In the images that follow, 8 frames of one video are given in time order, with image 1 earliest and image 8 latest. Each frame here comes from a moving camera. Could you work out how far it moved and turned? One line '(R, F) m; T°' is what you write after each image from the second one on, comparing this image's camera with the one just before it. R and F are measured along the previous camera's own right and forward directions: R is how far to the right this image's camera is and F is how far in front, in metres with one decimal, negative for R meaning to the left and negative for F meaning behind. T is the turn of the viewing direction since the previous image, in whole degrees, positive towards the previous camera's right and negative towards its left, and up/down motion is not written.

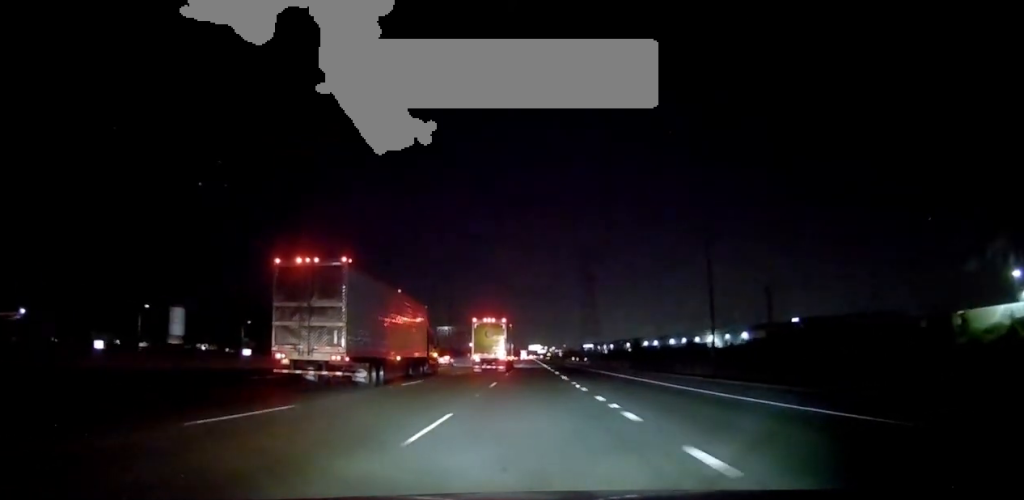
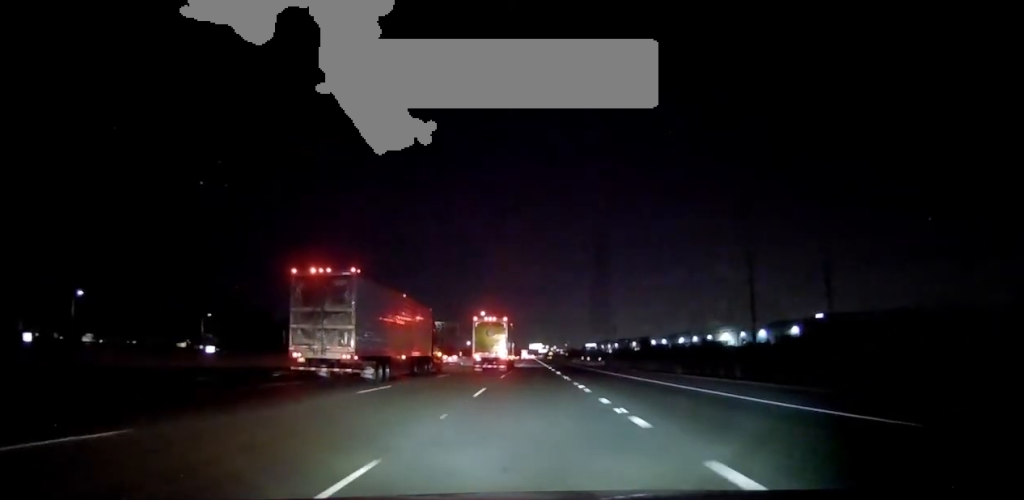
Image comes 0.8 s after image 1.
(+0.2, +20.4) m; 0°
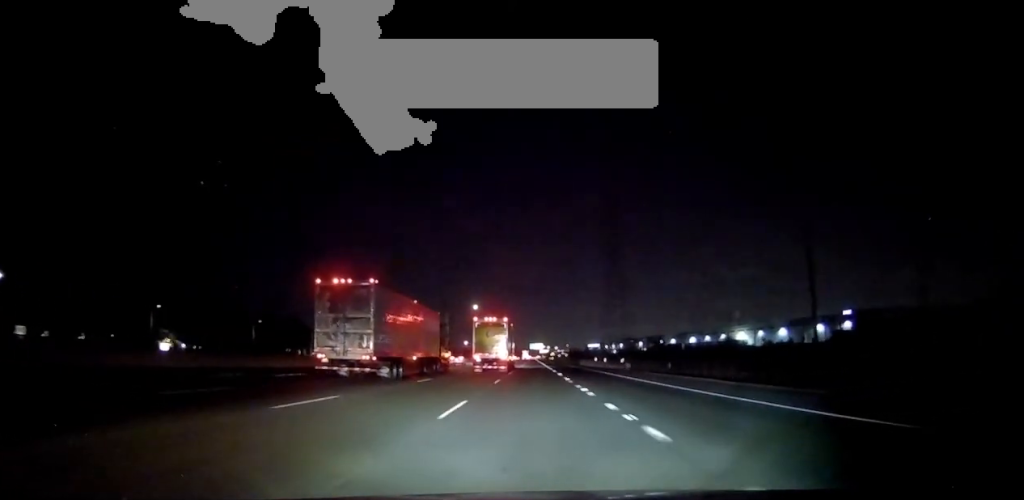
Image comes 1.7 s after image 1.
(-0.2, +20.5) m; -1°
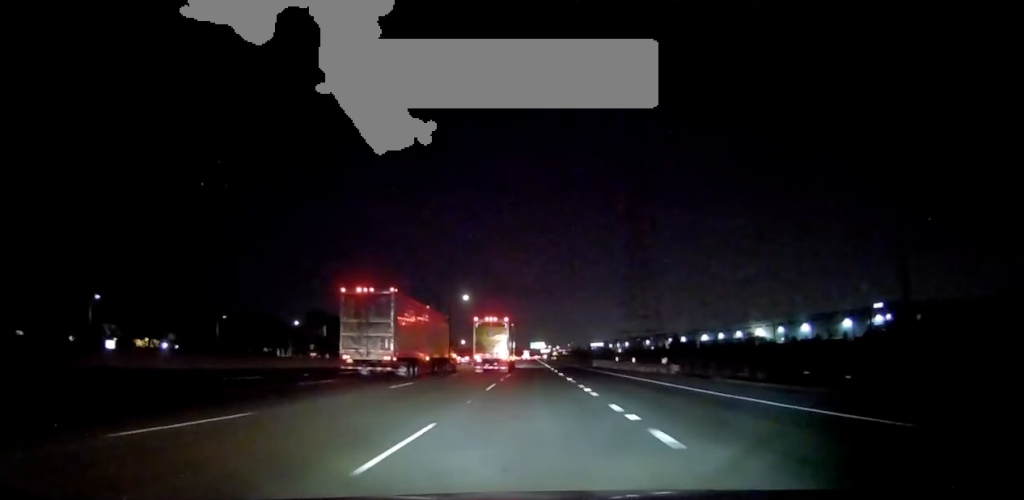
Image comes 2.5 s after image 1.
(0.0, +19.7) m; -1°
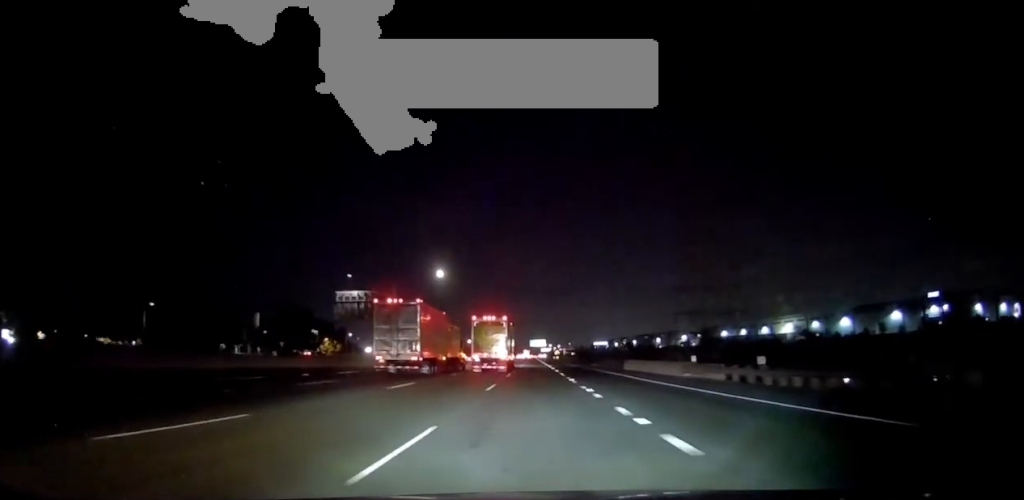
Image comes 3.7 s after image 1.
(-0.3, +29.7) m; 0°
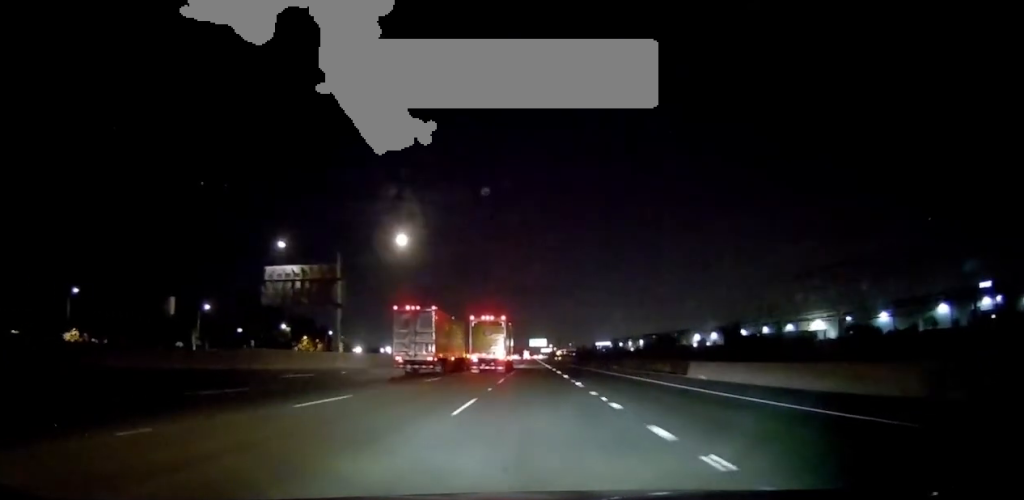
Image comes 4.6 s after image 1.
(+0.3, +24.0) m; +1°
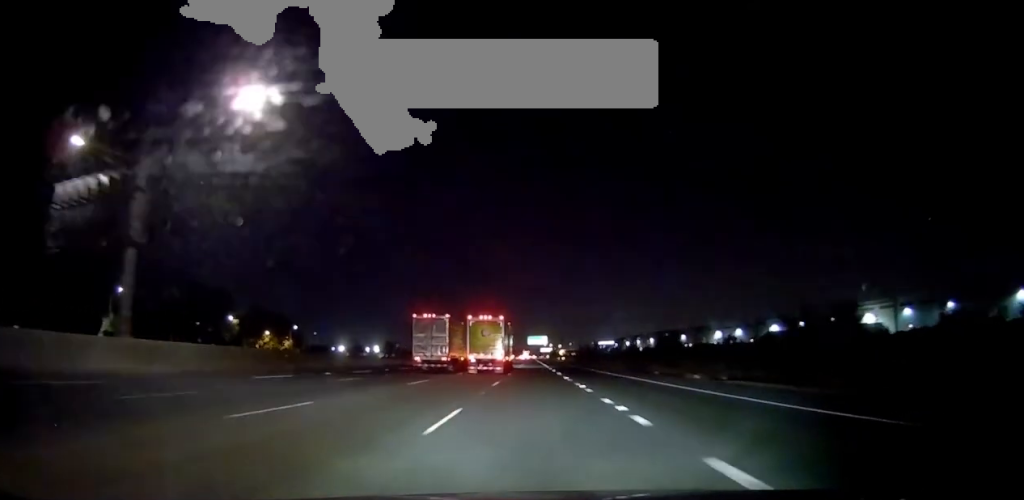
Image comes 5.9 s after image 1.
(+0.3, +32.2) m; 0°
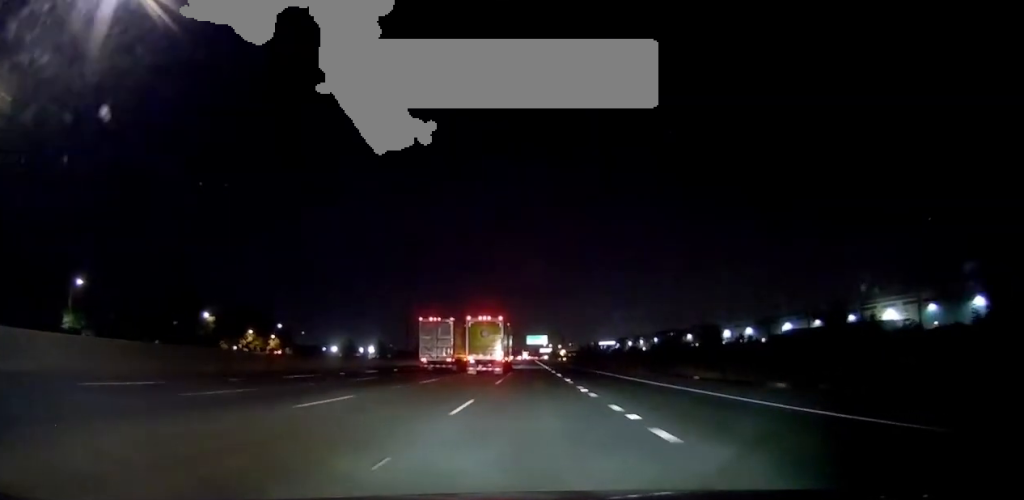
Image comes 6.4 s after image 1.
(-0.1, +11.5) m; 0°
